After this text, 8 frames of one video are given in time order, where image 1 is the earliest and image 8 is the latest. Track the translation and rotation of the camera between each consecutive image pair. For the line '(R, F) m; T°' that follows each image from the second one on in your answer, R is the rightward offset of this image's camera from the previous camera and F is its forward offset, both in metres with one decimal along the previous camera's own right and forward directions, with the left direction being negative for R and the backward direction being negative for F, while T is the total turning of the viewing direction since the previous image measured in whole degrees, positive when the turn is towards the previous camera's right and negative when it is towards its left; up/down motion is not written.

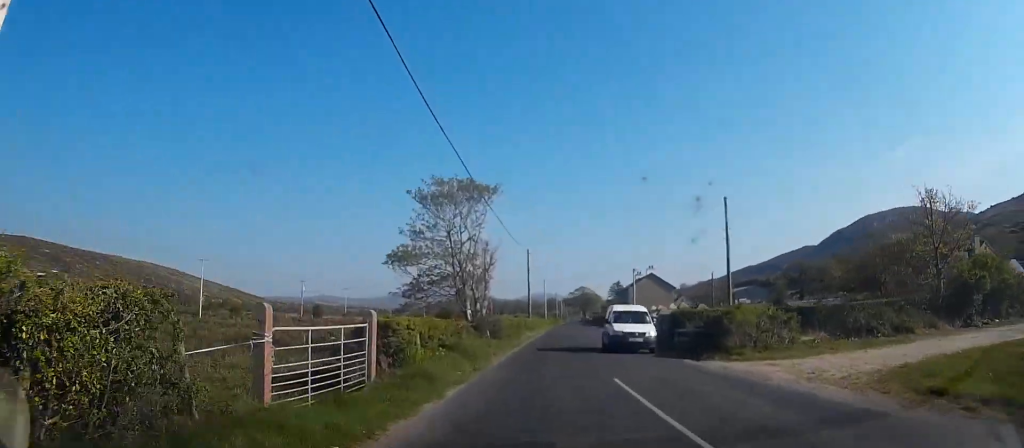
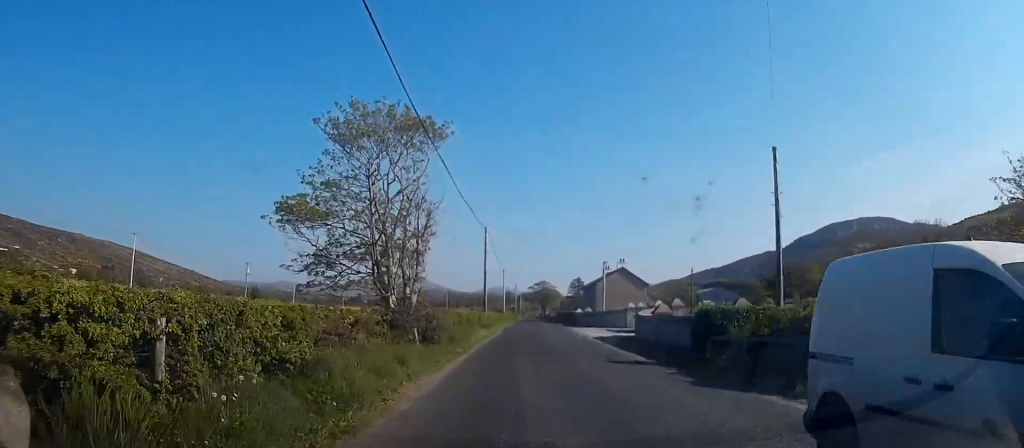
(+0.3, +9.6) m; +2°
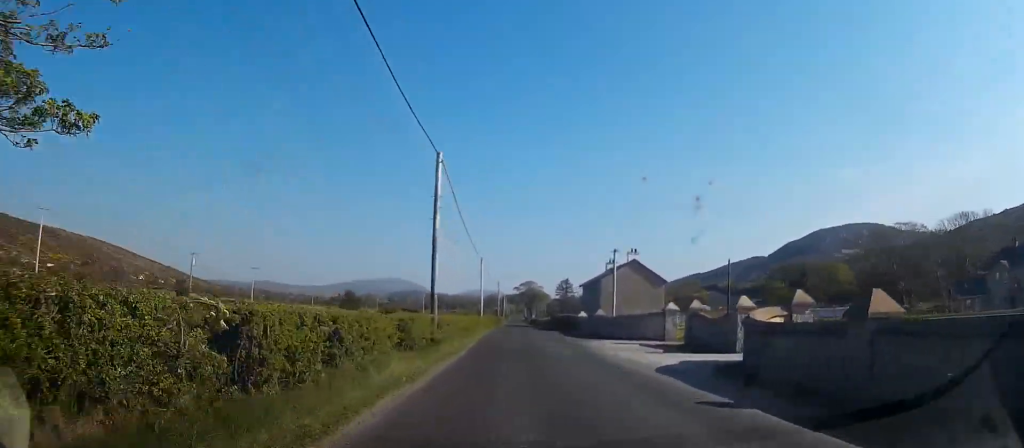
(+0.2, +19.2) m; 0°
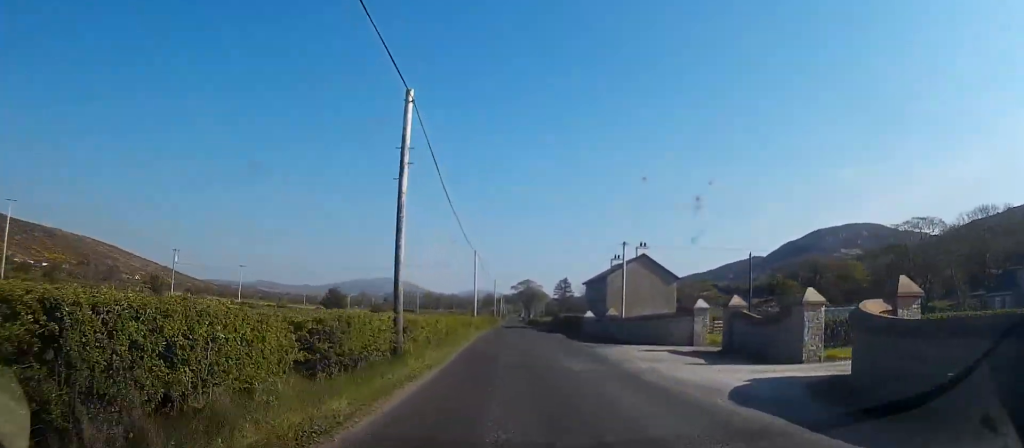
(0.0, +6.2) m; 0°
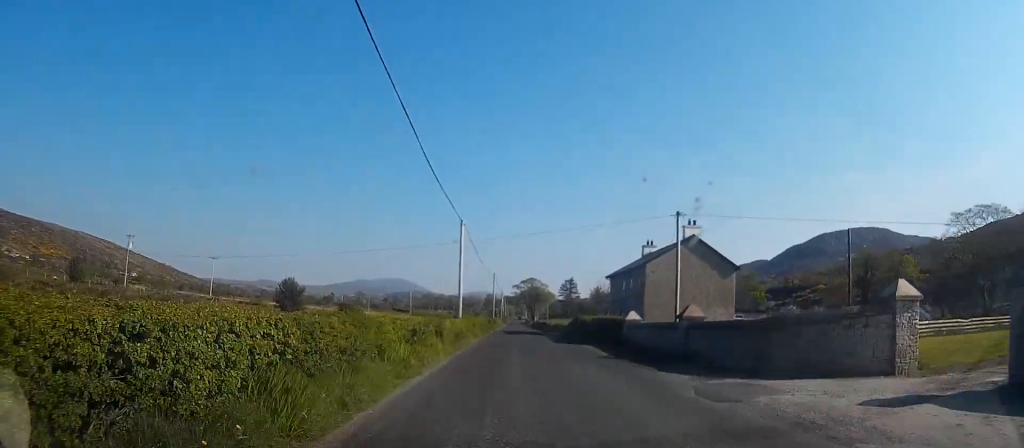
(0.0, +16.9) m; 0°
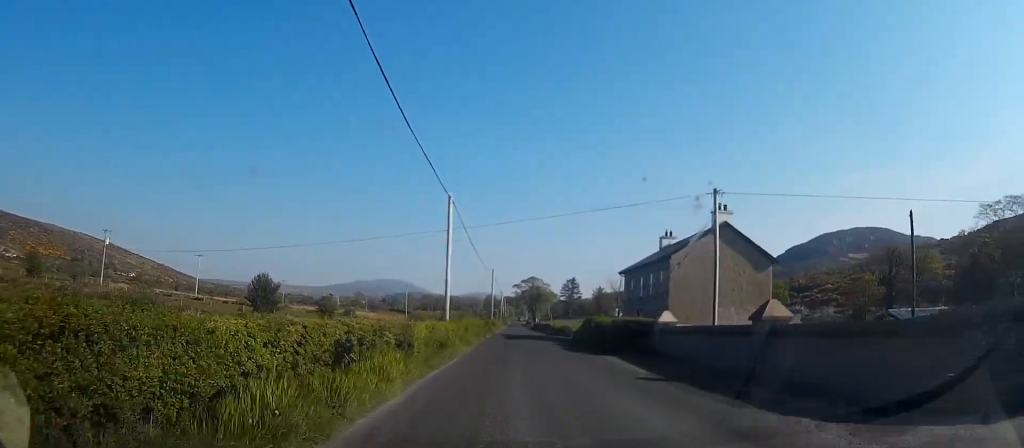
(0.0, +7.2) m; 0°
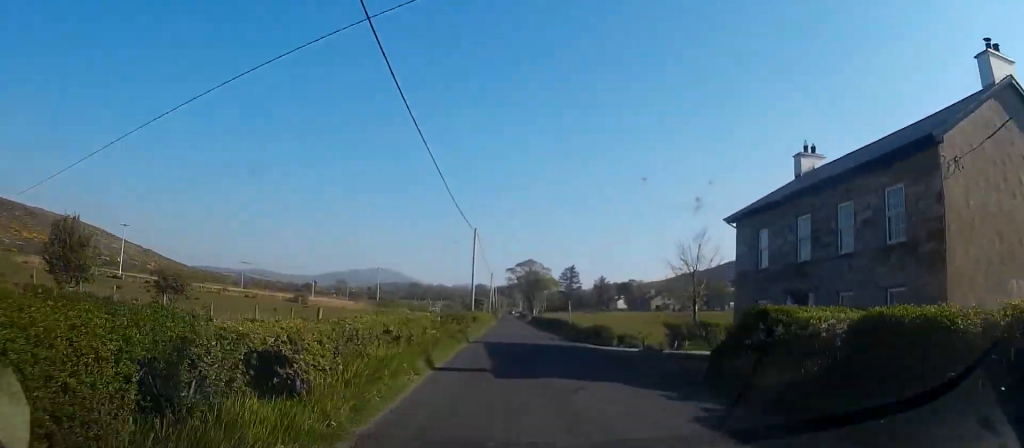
(+0.2, +27.0) m; +1°
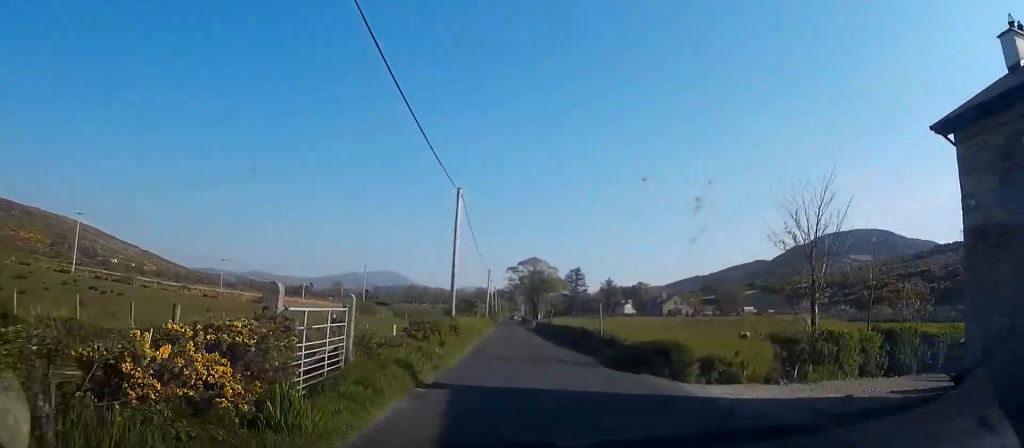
(0.0, +14.2) m; 0°
